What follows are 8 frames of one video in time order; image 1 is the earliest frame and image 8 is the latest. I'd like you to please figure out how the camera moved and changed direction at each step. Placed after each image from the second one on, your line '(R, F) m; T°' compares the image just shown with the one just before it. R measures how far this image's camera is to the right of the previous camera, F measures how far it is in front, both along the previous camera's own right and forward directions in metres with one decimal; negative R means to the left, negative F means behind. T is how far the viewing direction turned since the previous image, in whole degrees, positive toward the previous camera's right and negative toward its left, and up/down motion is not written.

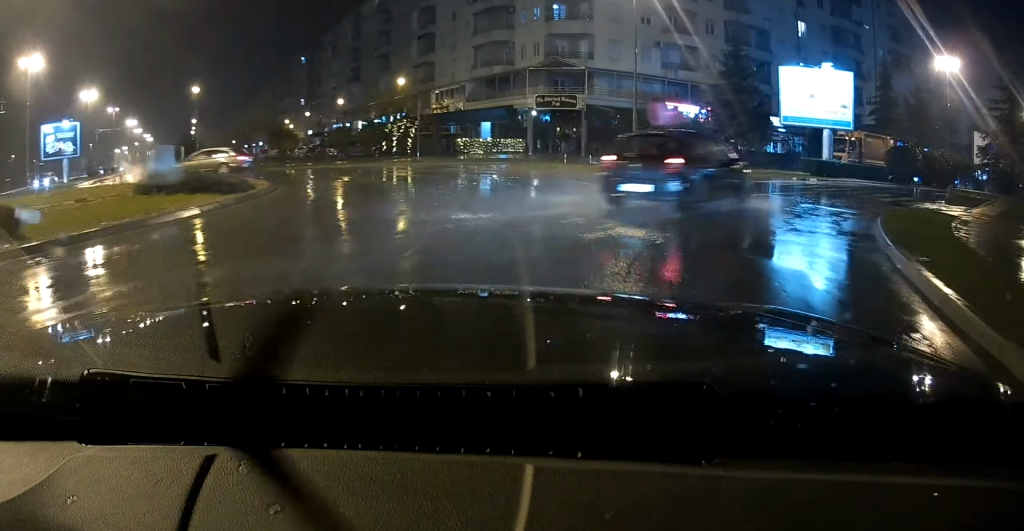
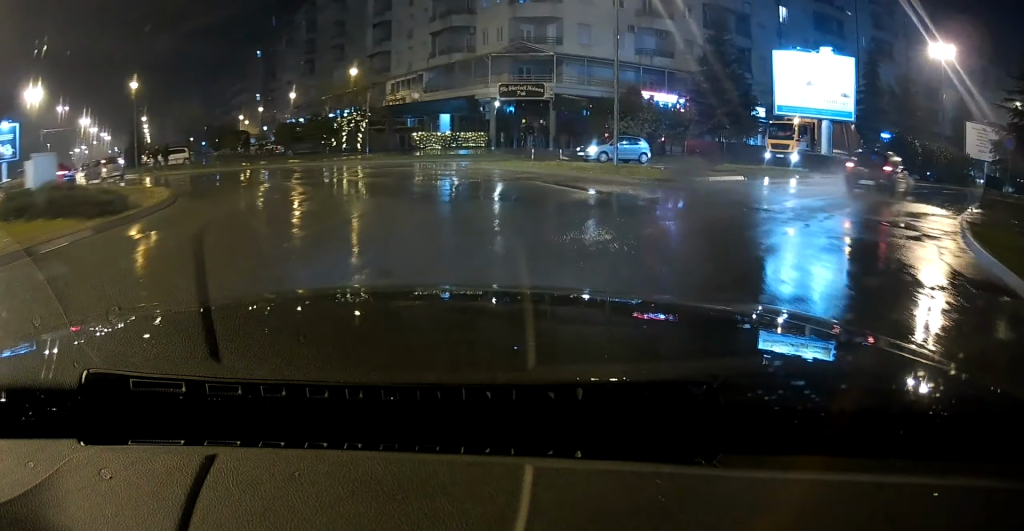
(+0.5, +4.2) m; 0°
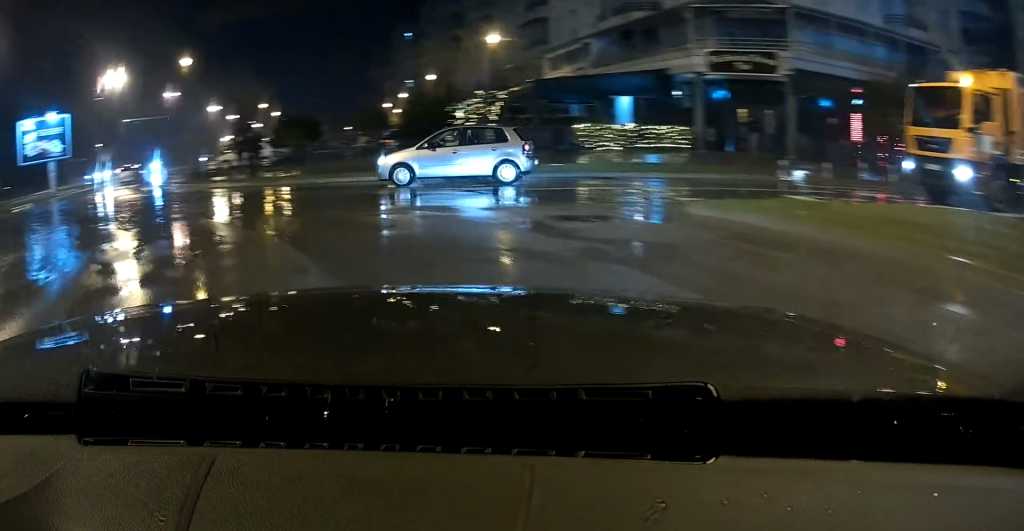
(-1.5, +11.5) m; -33°
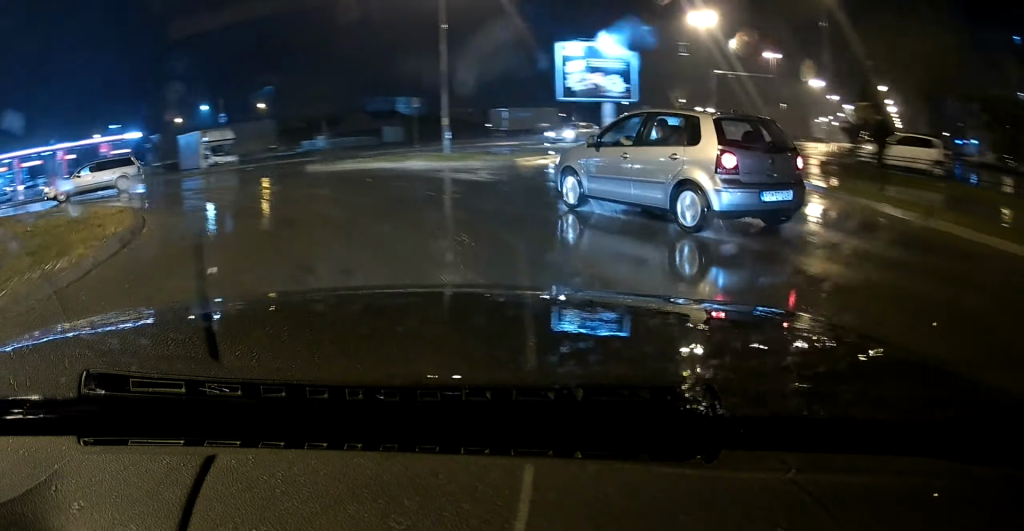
(-4.3, +10.9) m; -41°
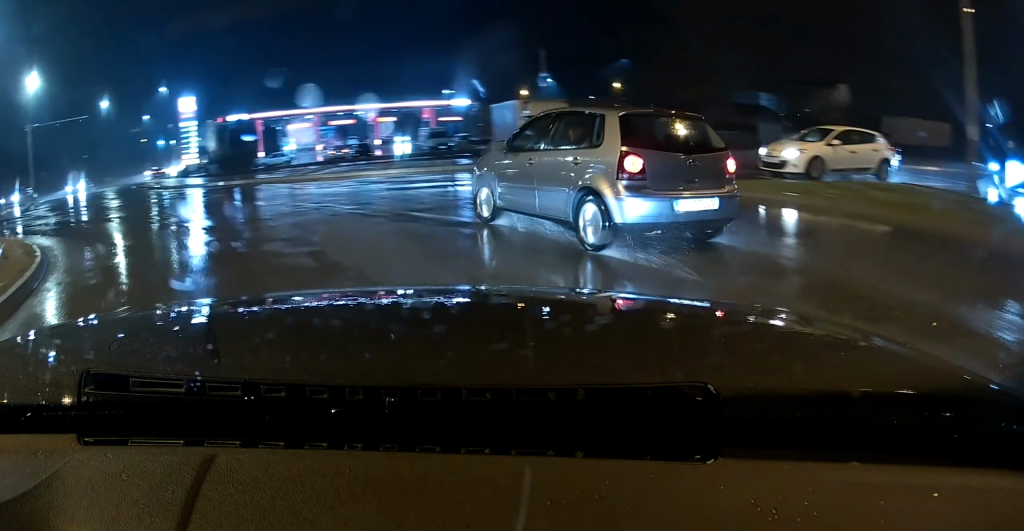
(-4.5, +13.0) m; -33°
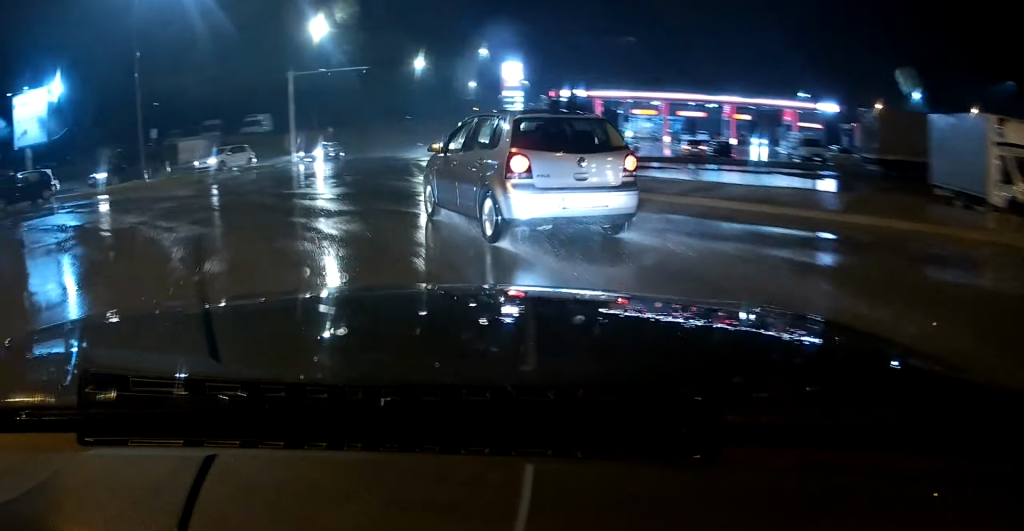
(-1.8, +12.2) m; -19°
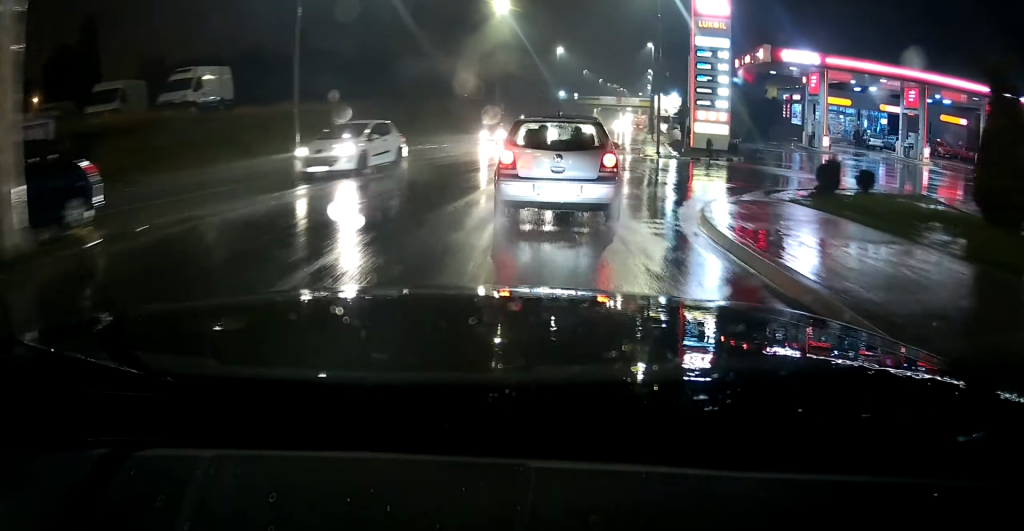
(-4.6, +33.9) m; -1°
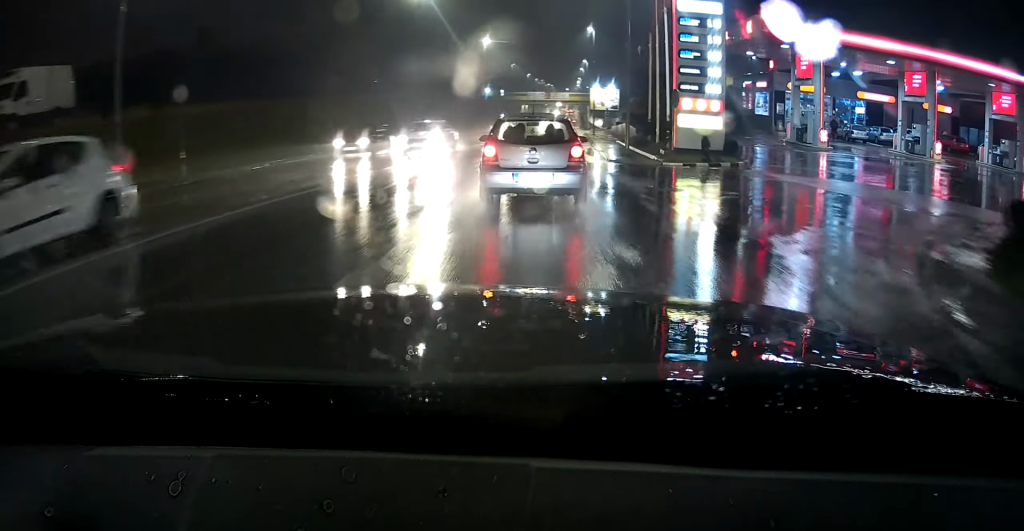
(+0.8, +9.6) m; +3°
